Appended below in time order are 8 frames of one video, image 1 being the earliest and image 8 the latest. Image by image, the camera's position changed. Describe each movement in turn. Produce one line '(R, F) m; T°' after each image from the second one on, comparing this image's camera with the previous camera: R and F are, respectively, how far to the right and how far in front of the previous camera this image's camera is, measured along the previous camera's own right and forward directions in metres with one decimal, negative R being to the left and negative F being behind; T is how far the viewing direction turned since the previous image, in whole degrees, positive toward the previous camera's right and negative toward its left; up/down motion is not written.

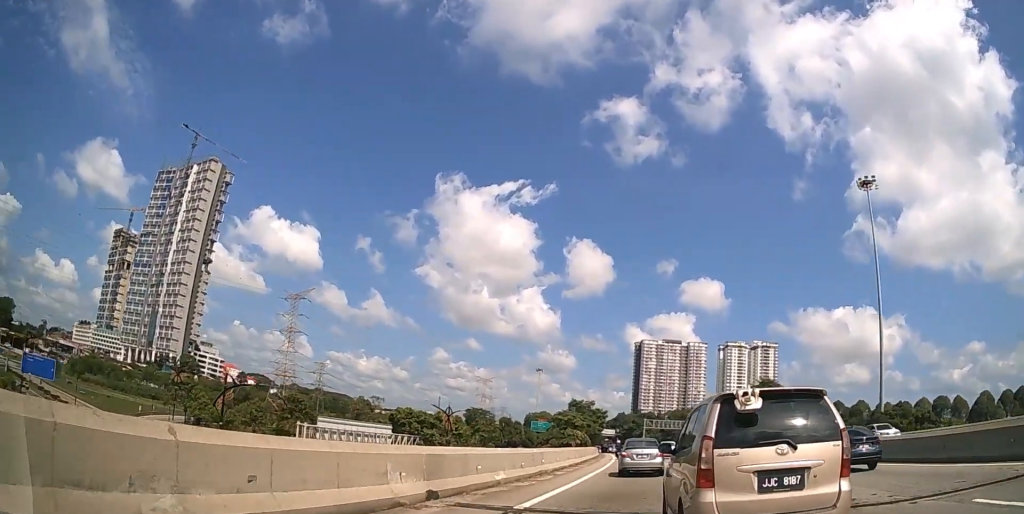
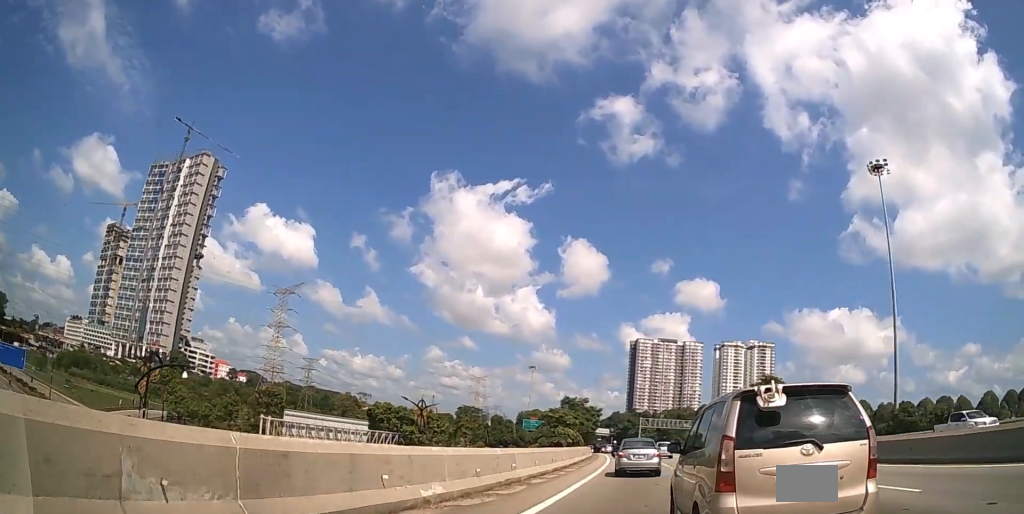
(0.0, +5.3) m; 0°
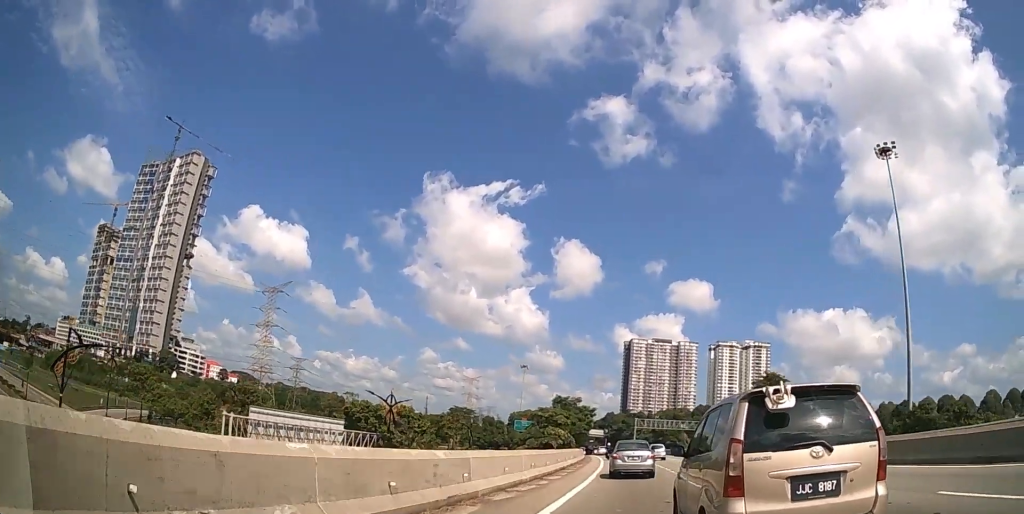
(0.0, +5.0) m; 0°
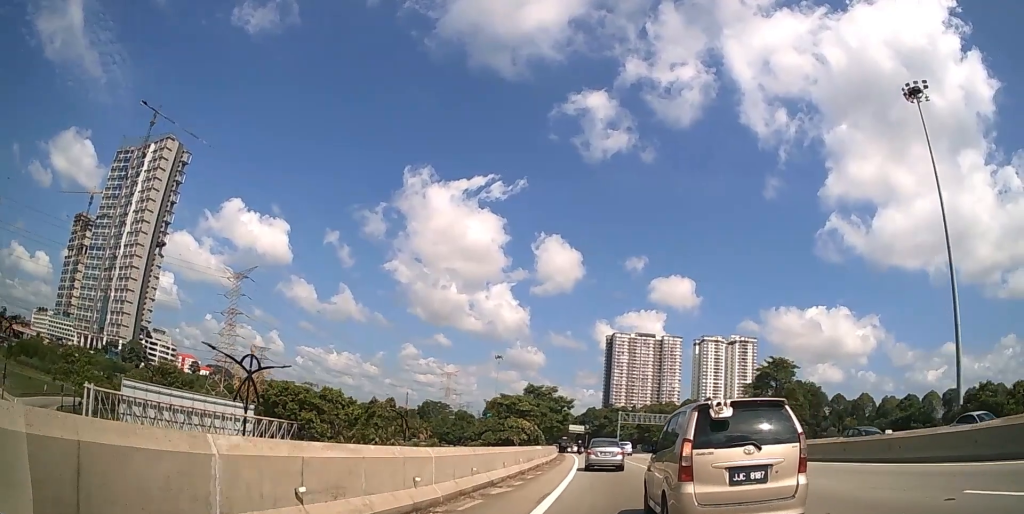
(0.0, +14.2) m; 0°
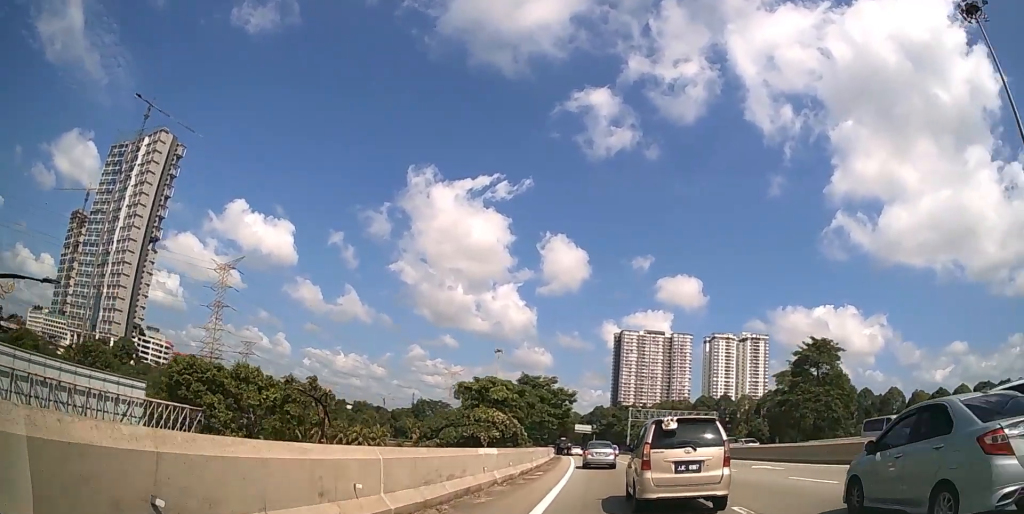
(-0.2, +15.0) m; -3°
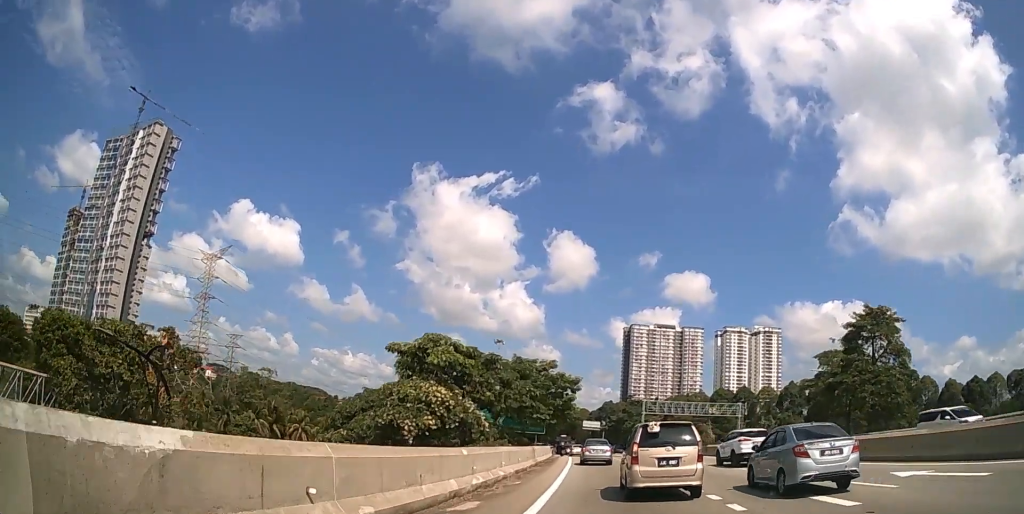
(-0.4, +13.5) m; -2°
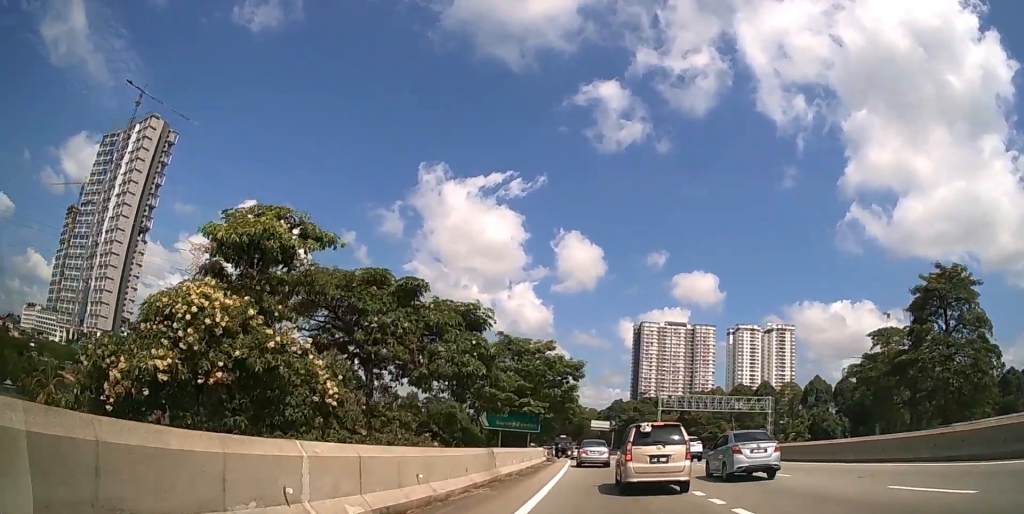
(-0.1, +12.5) m; -2°
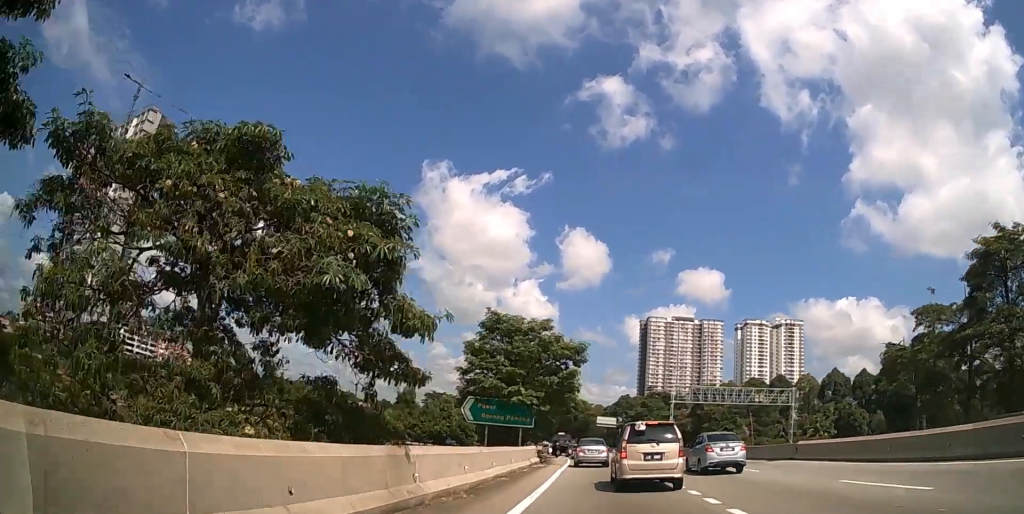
(-0.1, +7.8) m; +1°
